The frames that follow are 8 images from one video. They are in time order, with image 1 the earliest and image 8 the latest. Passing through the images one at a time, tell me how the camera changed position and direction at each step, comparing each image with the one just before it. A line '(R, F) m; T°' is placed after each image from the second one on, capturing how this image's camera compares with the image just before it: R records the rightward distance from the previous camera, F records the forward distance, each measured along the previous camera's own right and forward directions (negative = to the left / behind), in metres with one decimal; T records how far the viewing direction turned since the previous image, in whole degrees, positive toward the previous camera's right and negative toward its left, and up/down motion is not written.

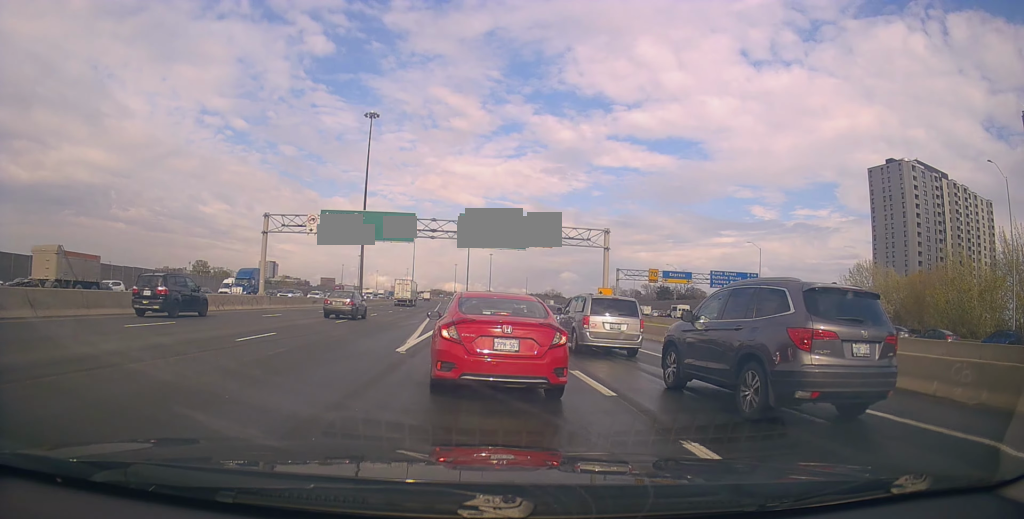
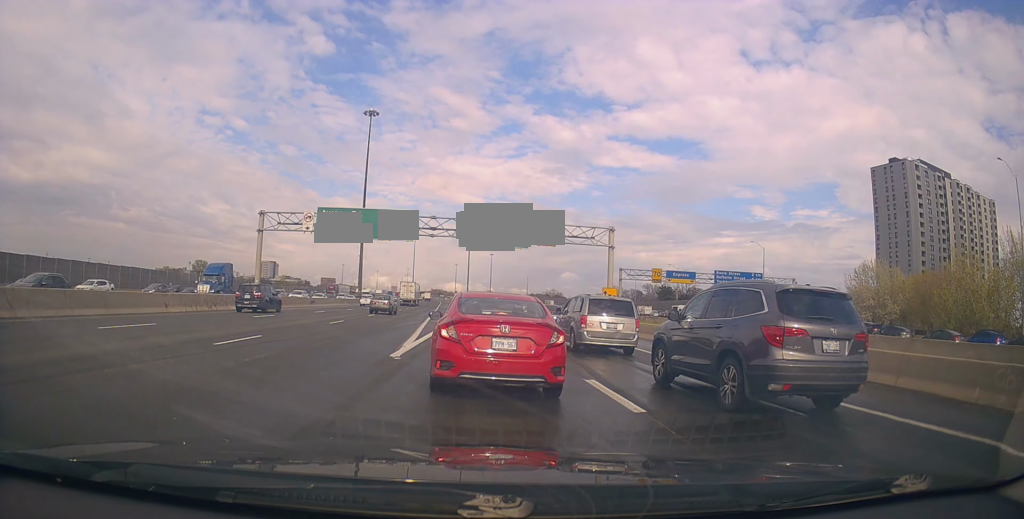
(0.0, +1.5) m; 0°
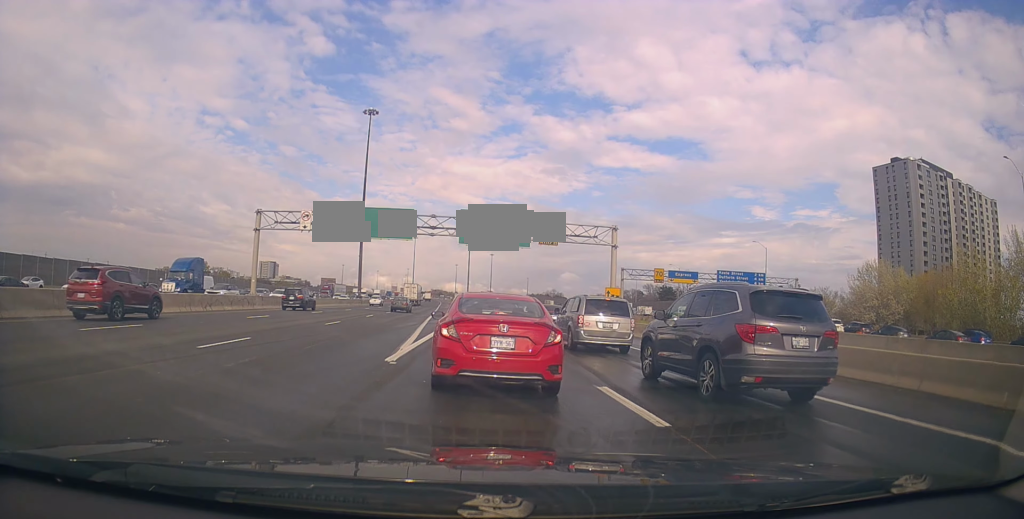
(0.0, +1.1) m; -2°
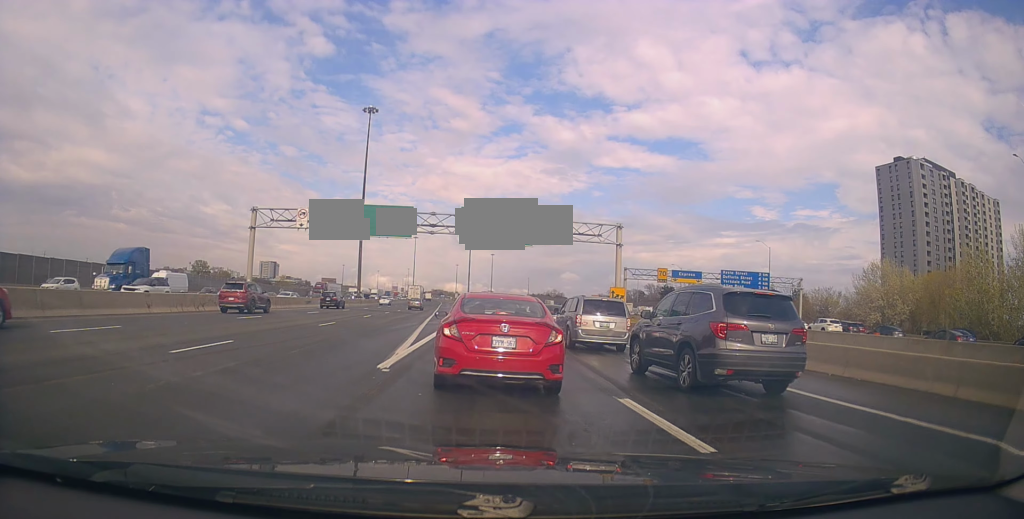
(-0.1, +1.2) m; -1°
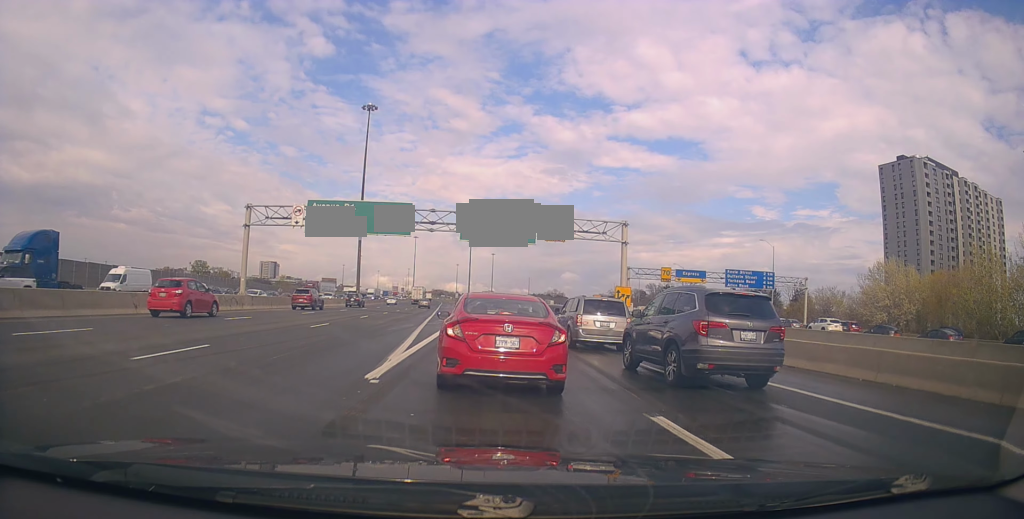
(-0.5, +1.2) m; 0°
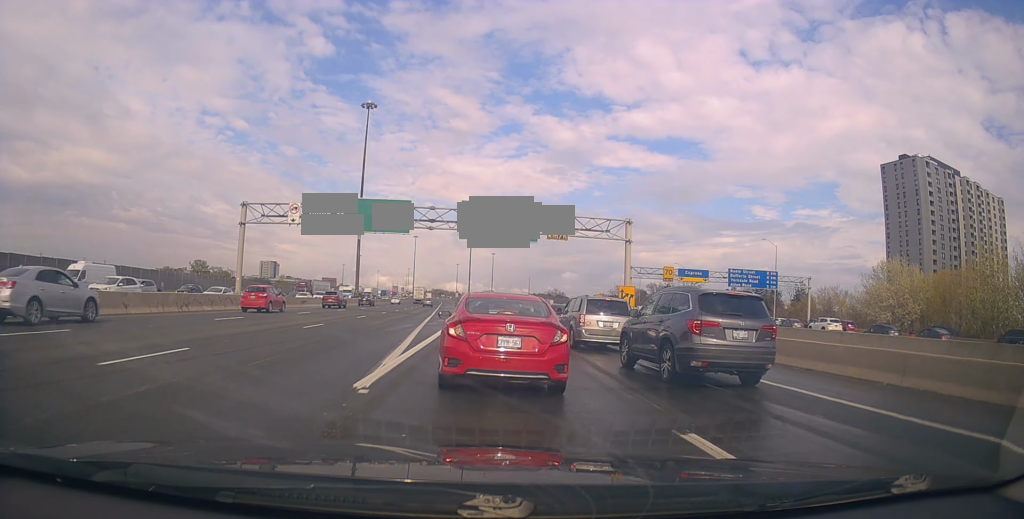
(-0.3, +0.9) m; 0°
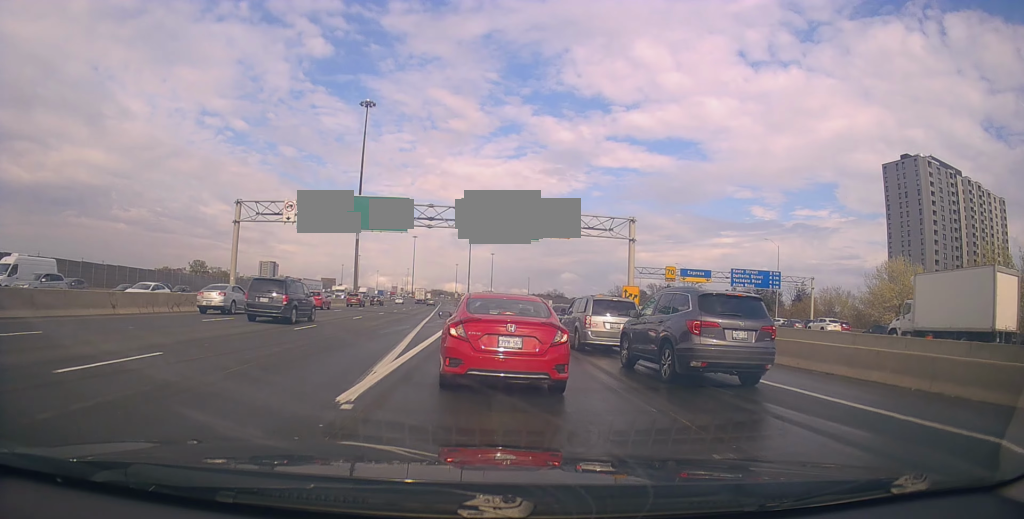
(0.0, +1.1) m; 0°
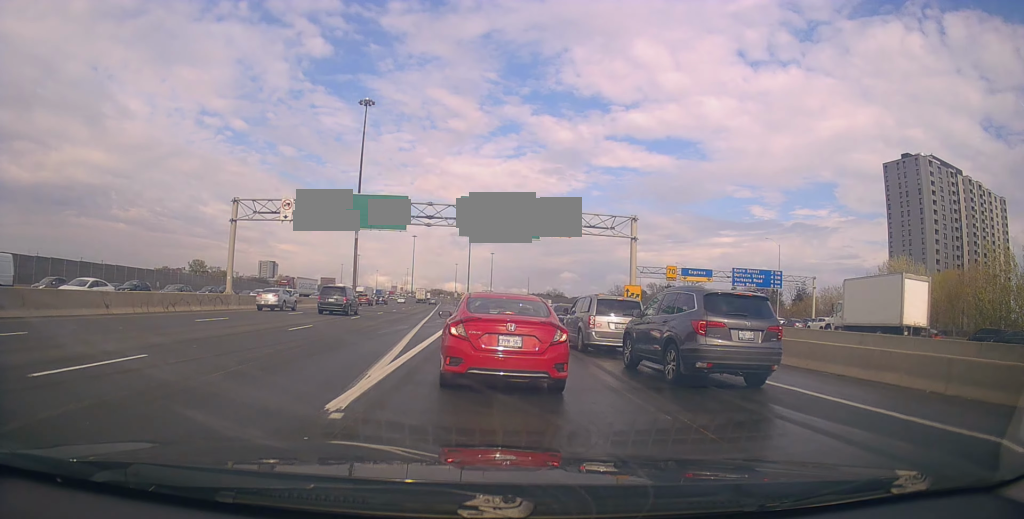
(0.0, +0.6) m; 0°
